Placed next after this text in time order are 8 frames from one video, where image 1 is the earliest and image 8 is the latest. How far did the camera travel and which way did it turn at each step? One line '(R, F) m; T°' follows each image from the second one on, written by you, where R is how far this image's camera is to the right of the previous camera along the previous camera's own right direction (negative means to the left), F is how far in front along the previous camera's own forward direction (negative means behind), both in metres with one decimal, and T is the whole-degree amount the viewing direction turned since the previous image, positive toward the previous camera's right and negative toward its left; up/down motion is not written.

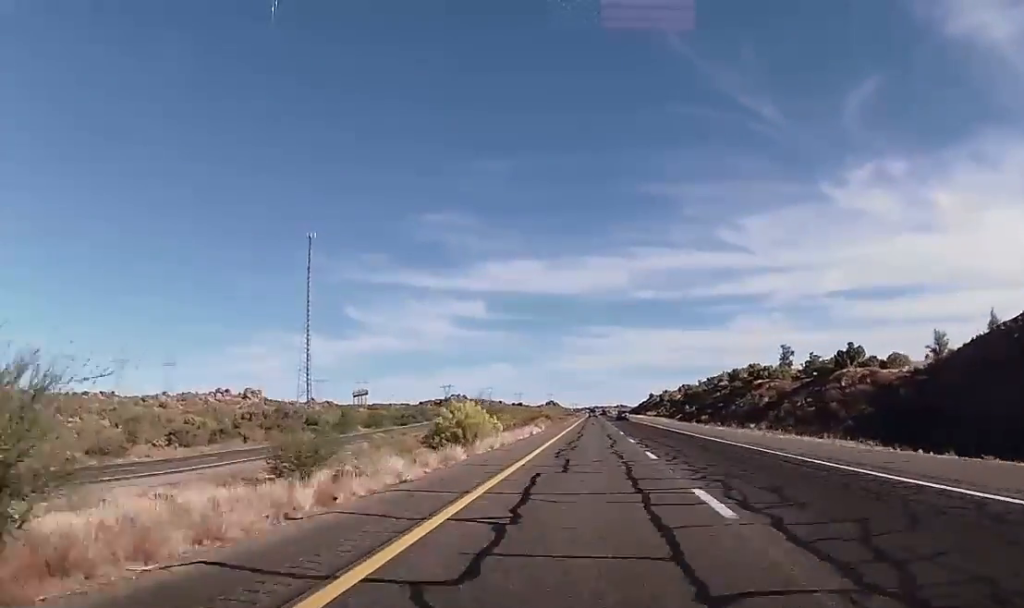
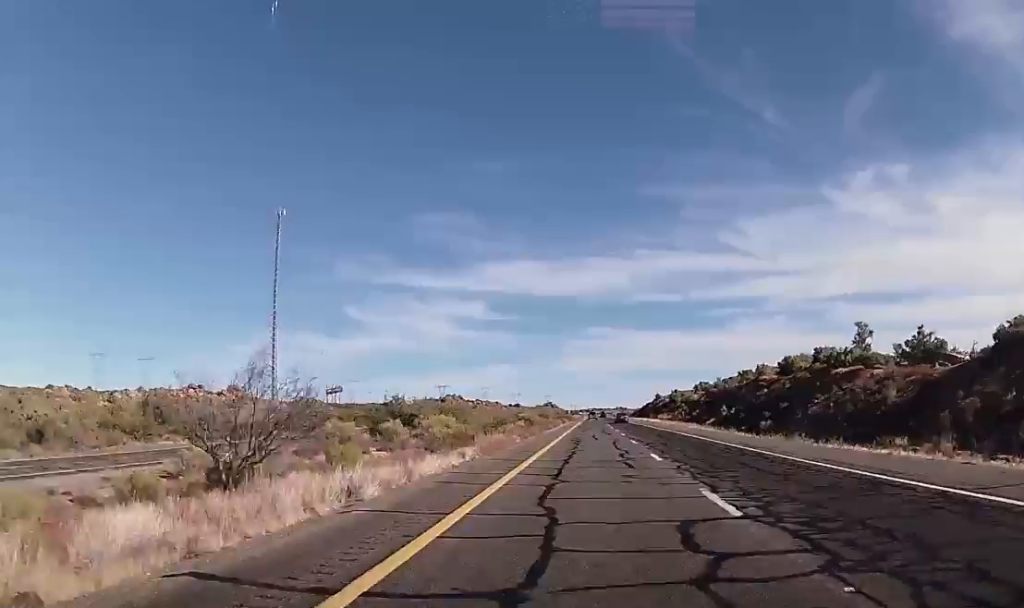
(-0.2, +36.3) m; -1°
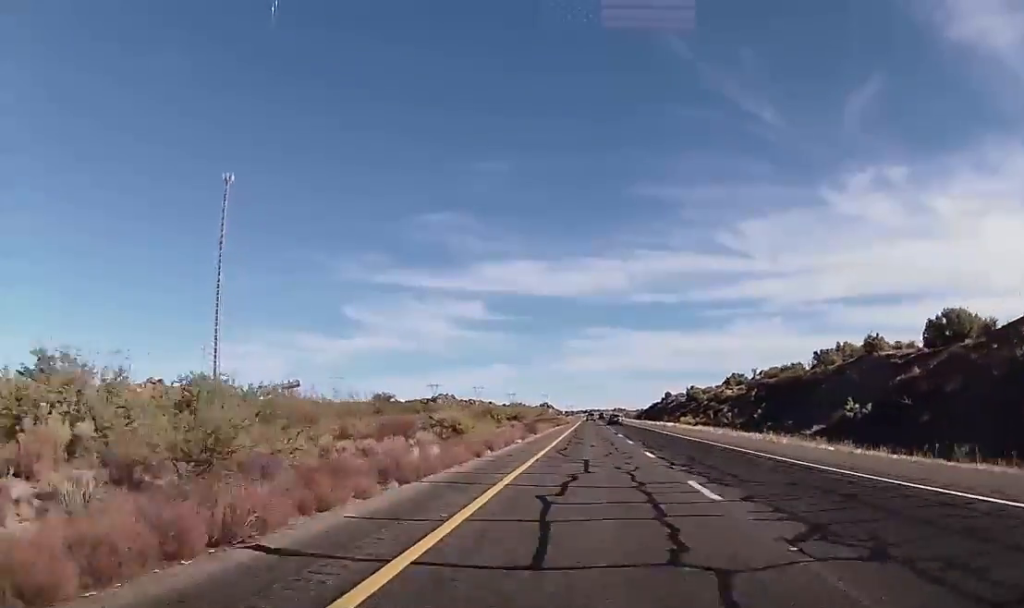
(-0.4, +46.1) m; 0°
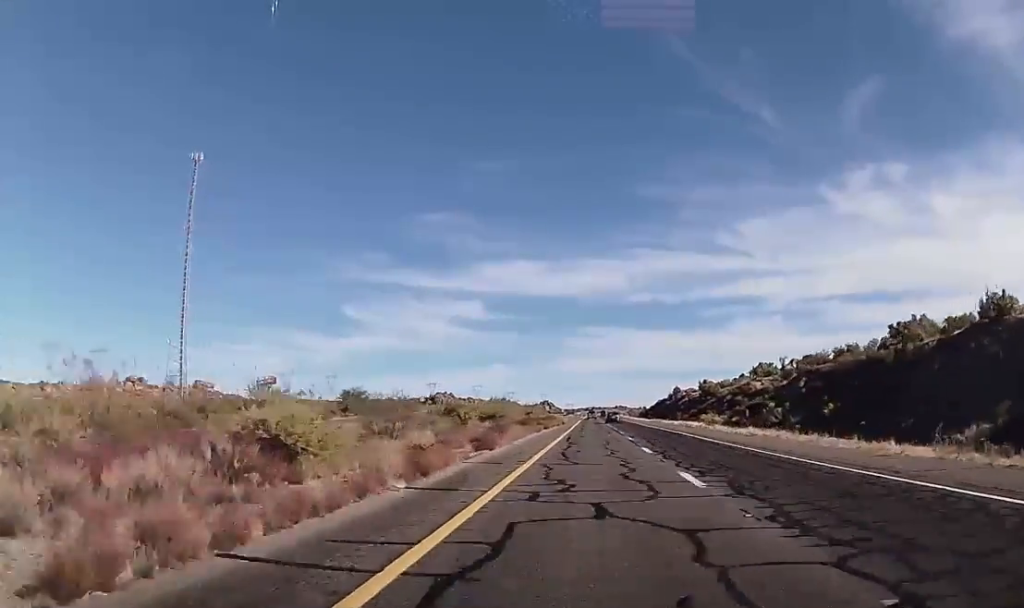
(0.0, +22.5) m; 0°
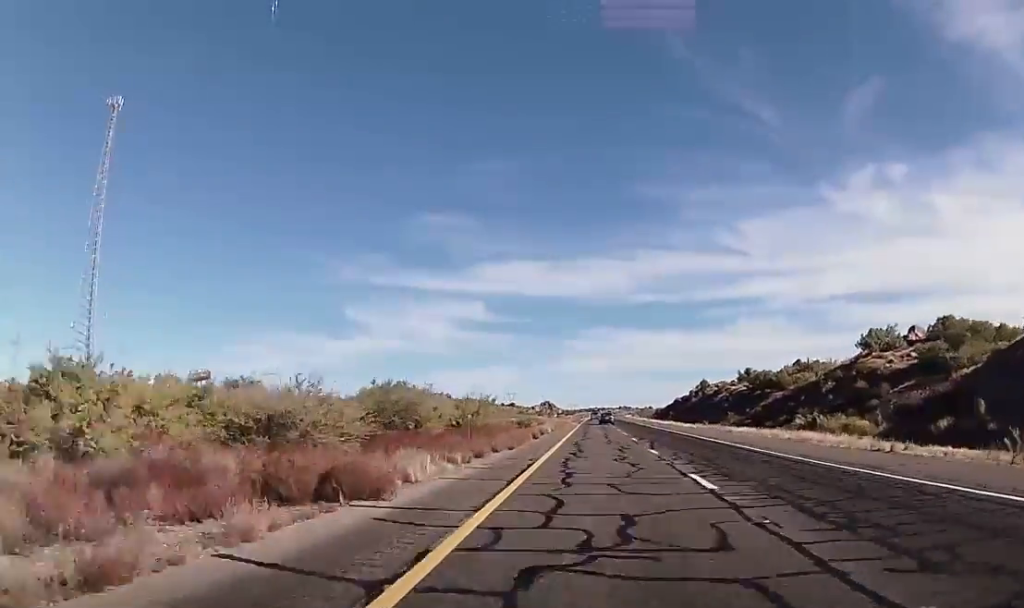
(+0.5, +48.8) m; +1°
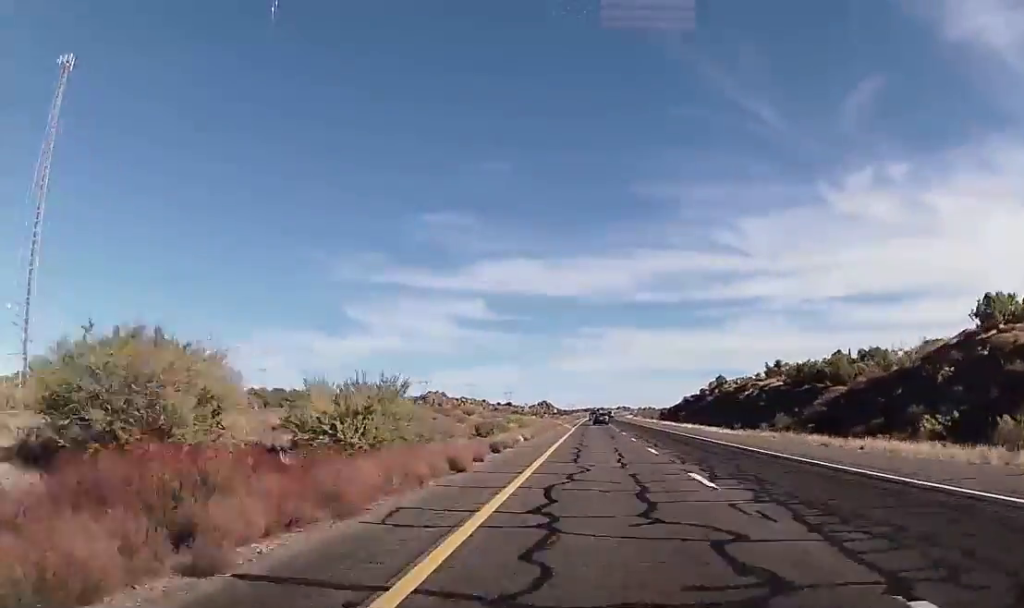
(+0.1, +23.8) m; 0°
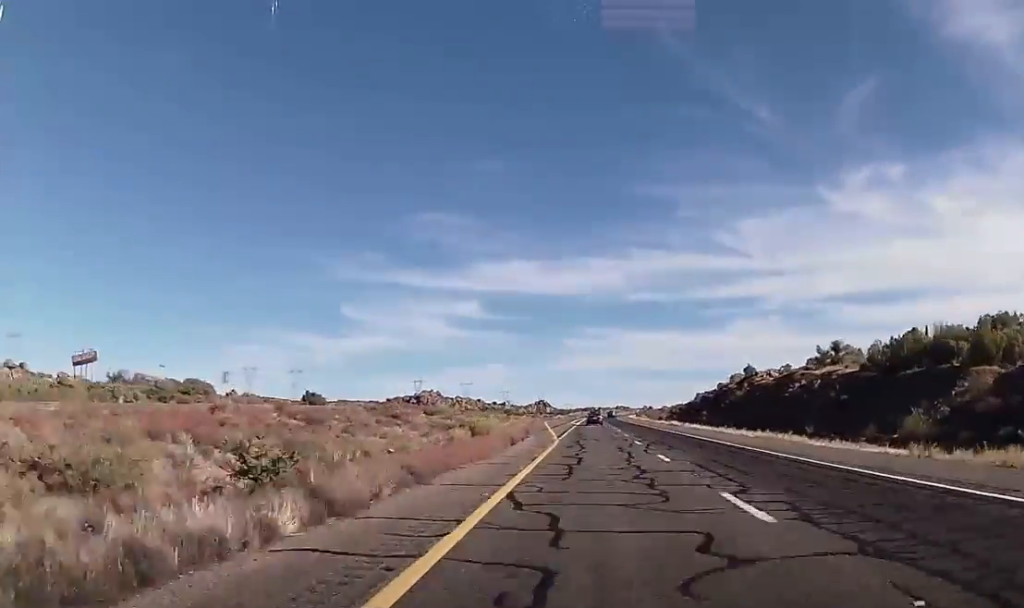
(+0.3, +28.8) m; 0°
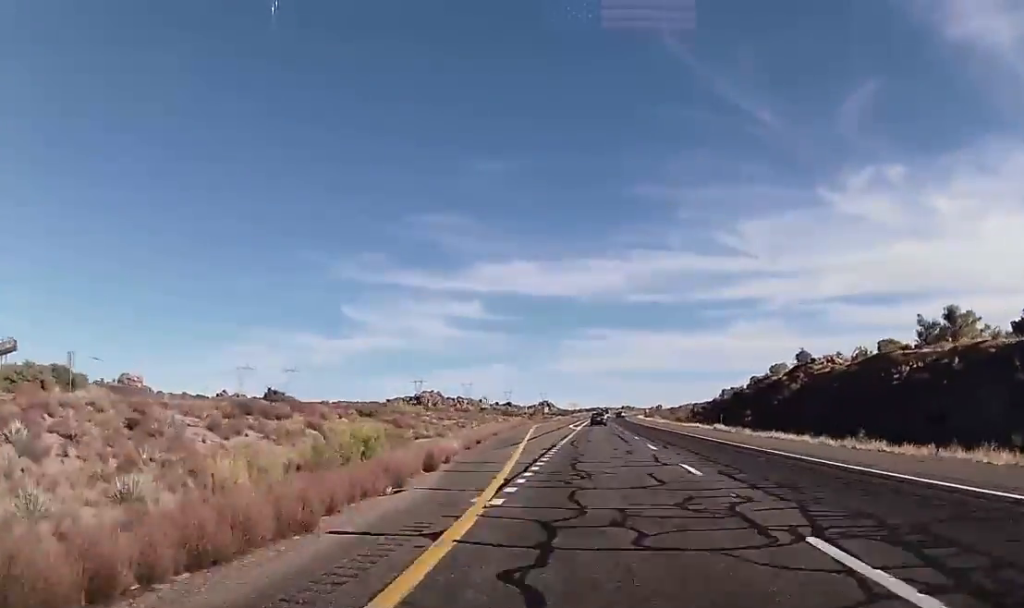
(-0.2, +28.8) m; -1°
